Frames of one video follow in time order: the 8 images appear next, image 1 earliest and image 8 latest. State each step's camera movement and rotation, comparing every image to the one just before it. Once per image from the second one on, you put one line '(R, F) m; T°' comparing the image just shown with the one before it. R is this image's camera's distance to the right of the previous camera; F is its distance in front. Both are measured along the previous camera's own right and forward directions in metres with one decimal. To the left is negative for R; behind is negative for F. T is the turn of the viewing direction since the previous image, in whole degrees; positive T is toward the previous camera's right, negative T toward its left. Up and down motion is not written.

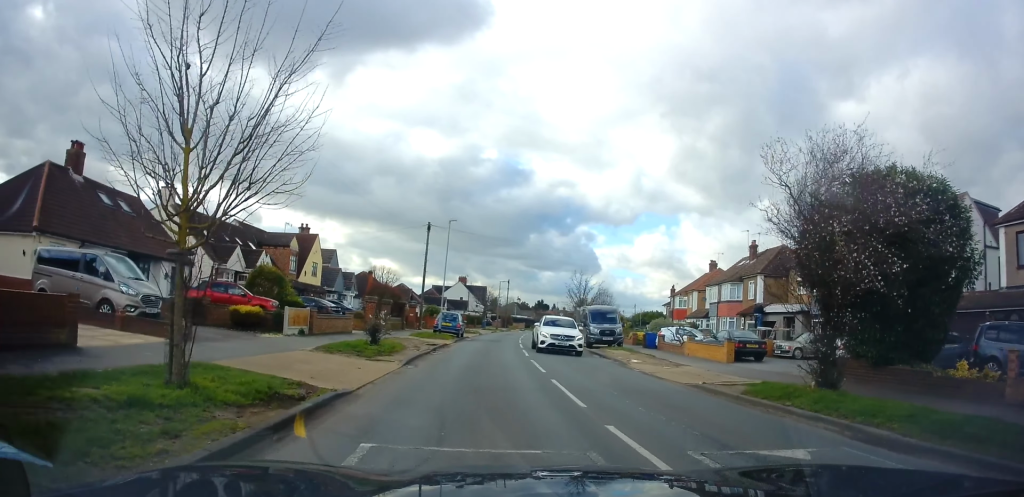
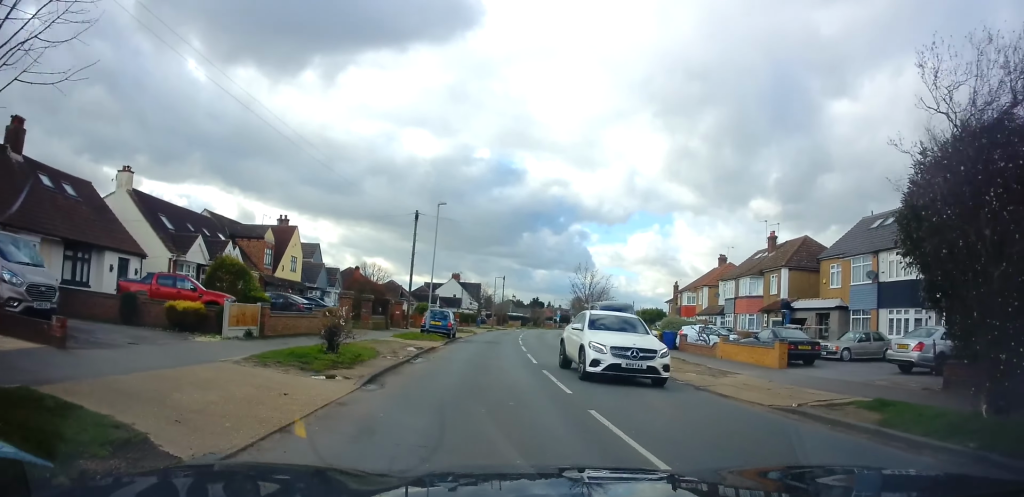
(0.0, +4.4) m; 0°
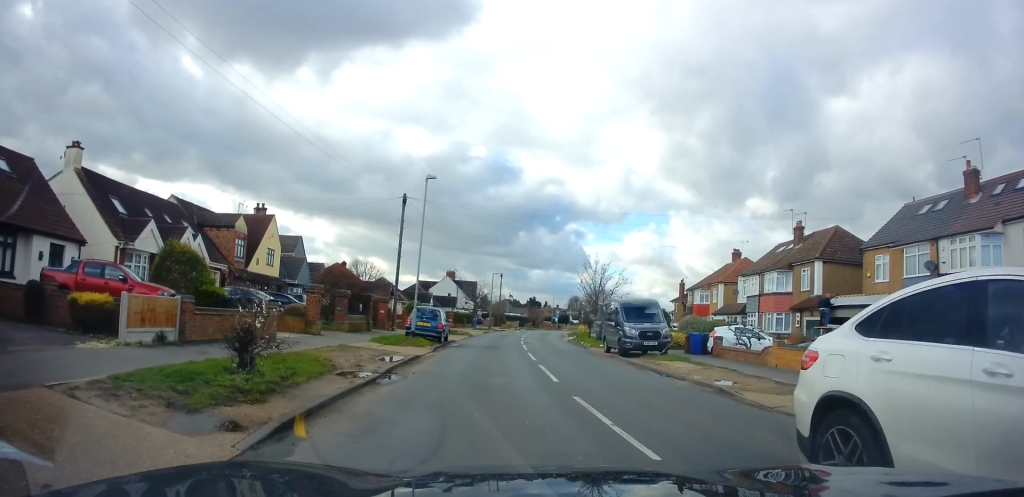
(0.0, +4.7) m; 0°
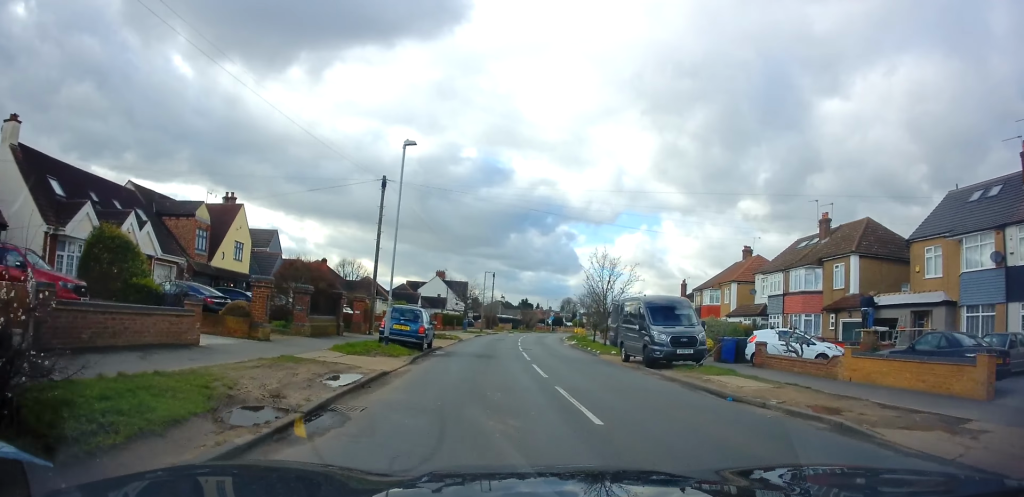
(0.0, +4.6) m; +3°
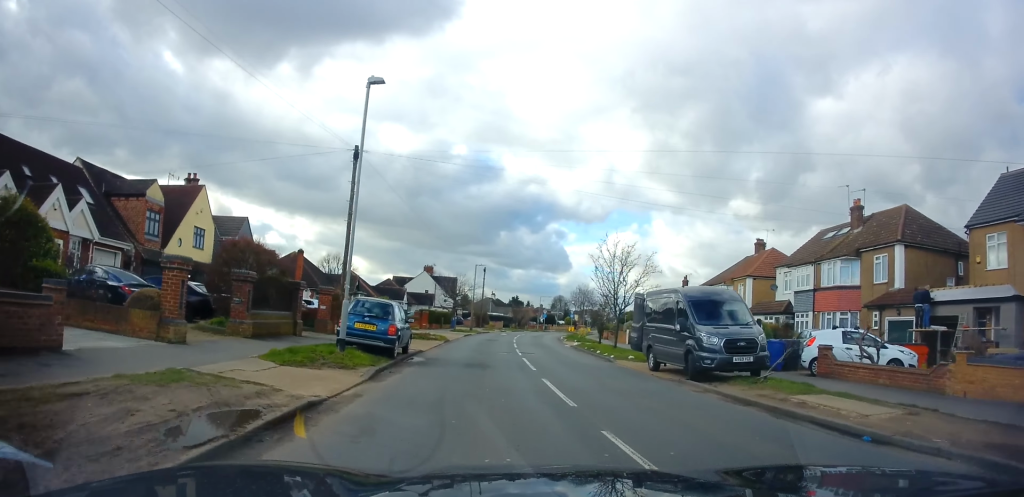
(+0.2, +4.6) m; +2°
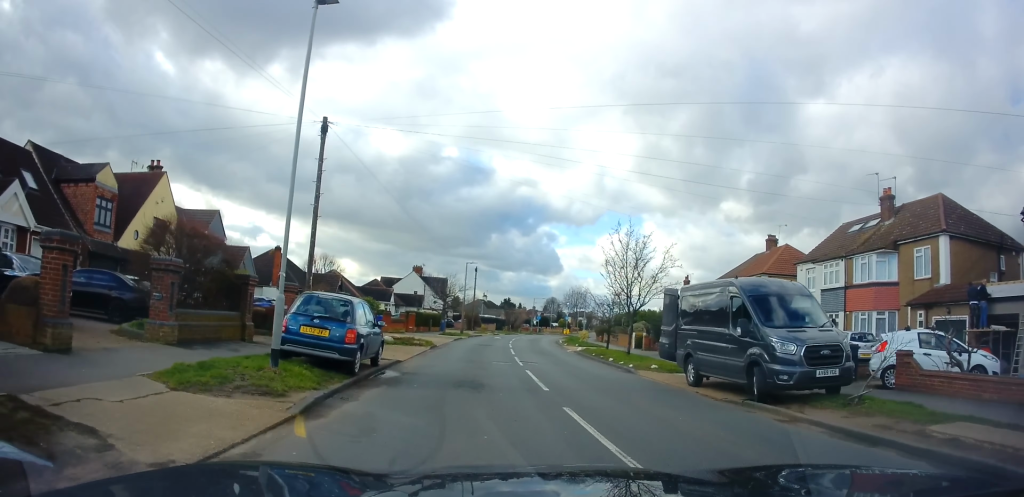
(+0.3, +3.8) m; 0°
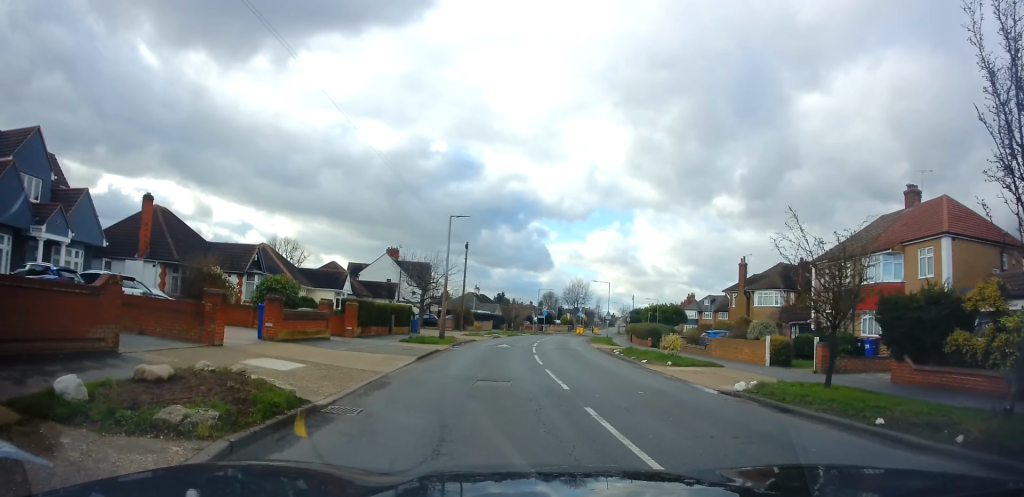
(+0.4, +19.3) m; 0°
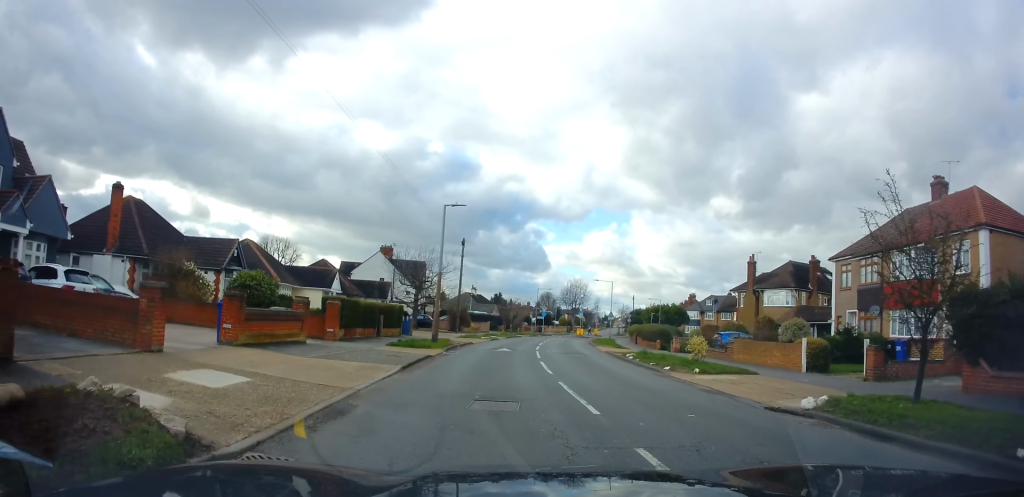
(-0.2, +2.6) m; 0°
